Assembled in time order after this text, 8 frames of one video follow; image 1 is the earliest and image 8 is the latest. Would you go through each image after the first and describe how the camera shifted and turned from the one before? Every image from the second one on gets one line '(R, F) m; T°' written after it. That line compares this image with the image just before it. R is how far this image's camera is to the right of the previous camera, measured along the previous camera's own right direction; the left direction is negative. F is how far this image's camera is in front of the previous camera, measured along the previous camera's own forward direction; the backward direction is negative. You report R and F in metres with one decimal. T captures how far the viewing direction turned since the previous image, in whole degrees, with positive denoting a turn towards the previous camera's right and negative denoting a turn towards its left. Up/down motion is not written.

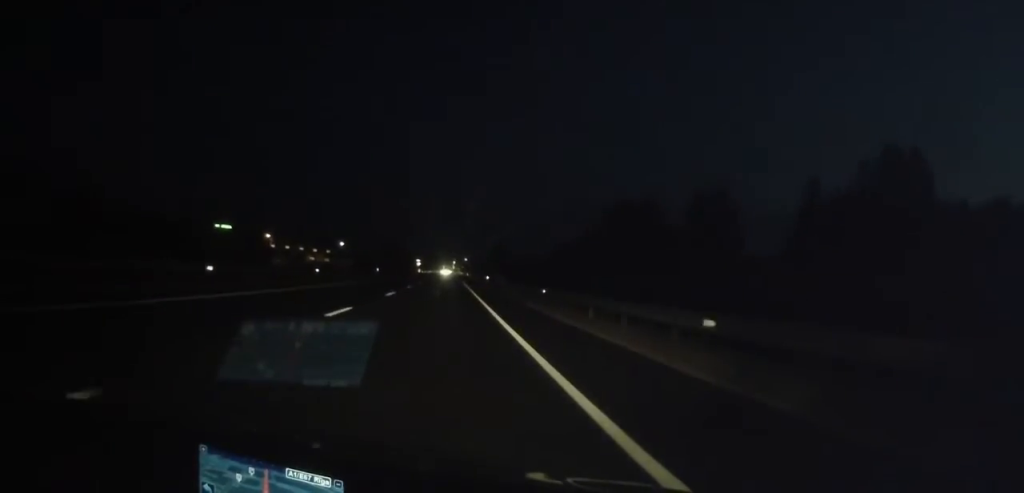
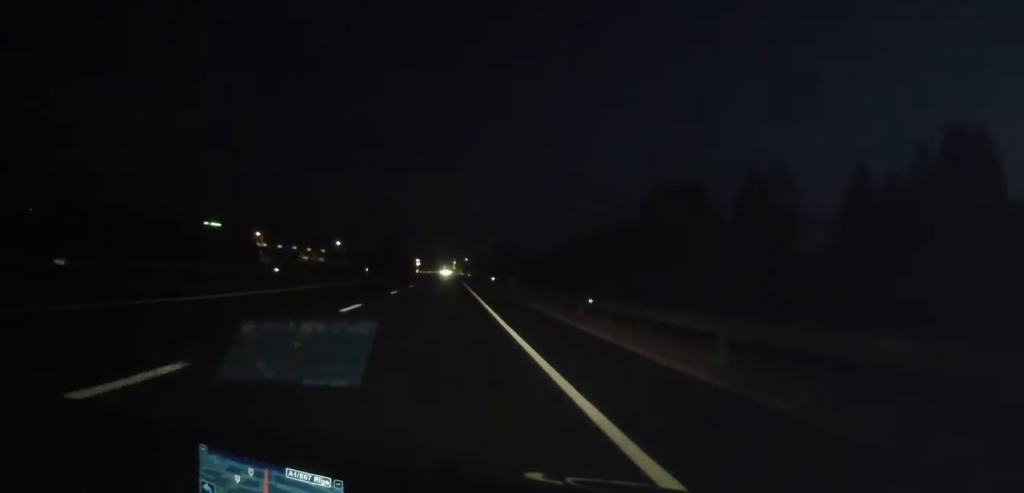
(-0.1, +10.3) m; 0°
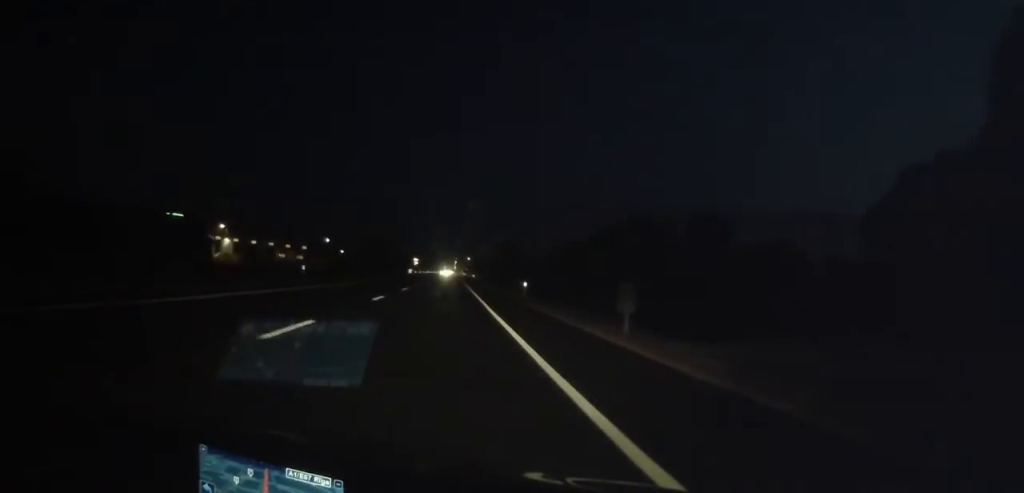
(+0.2, +30.2) m; 0°
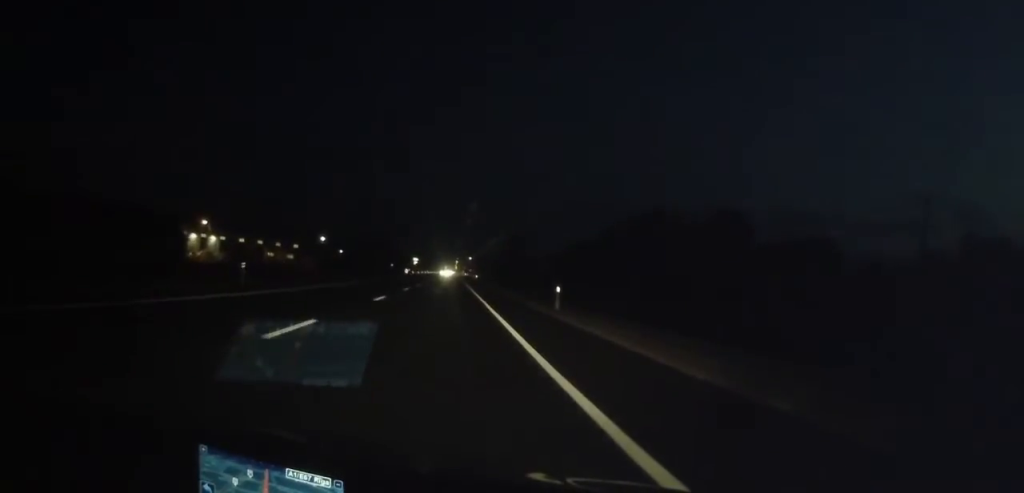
(-0.1, +12.0) m; 0°
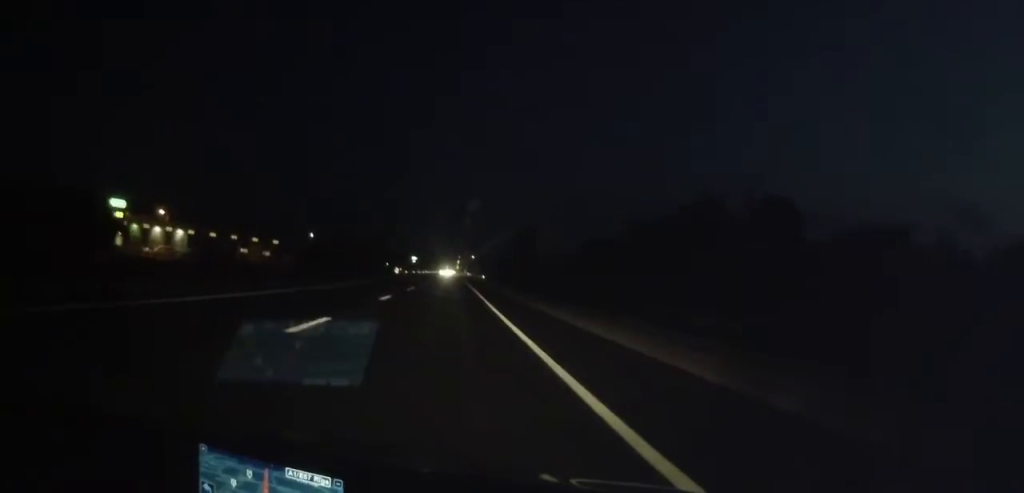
(0.0, +23.1) m; +1°
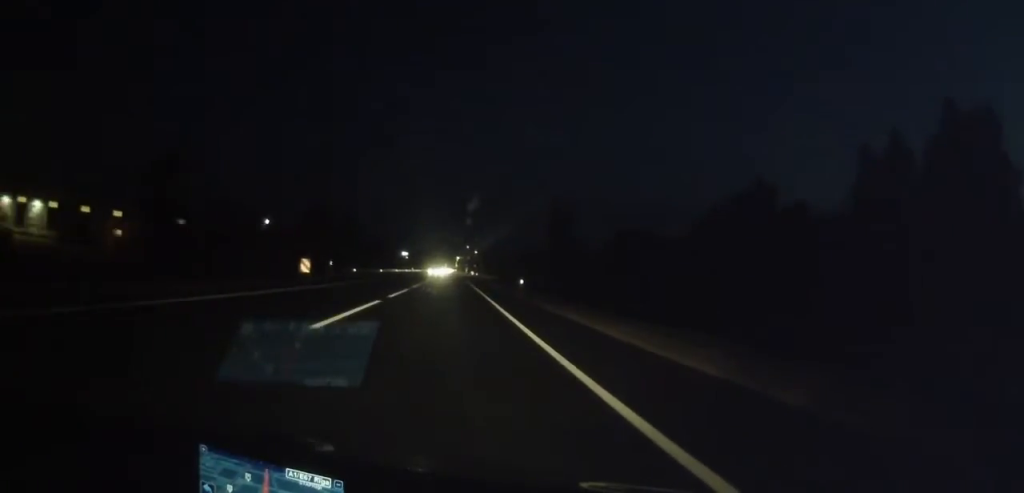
(0.0, +58.3) m; -1°
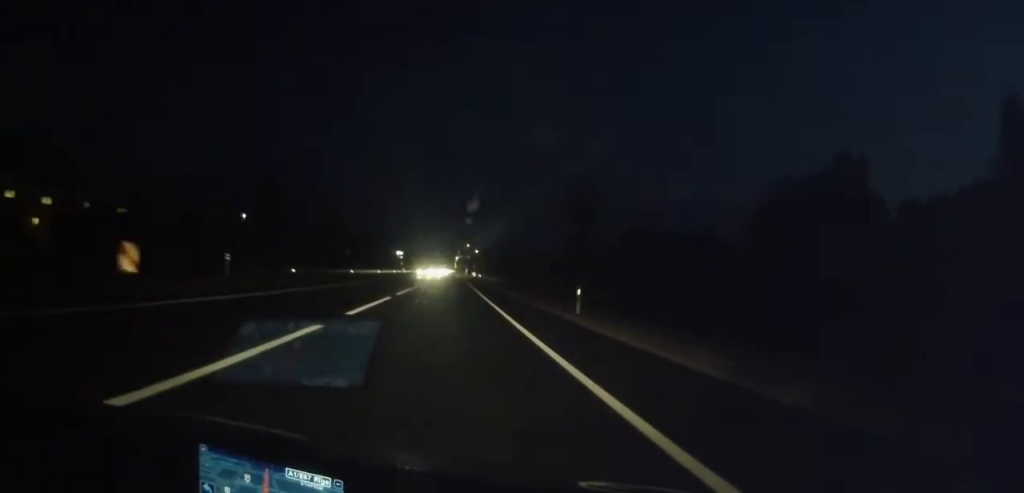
(0.0, +20.8) m; 0°
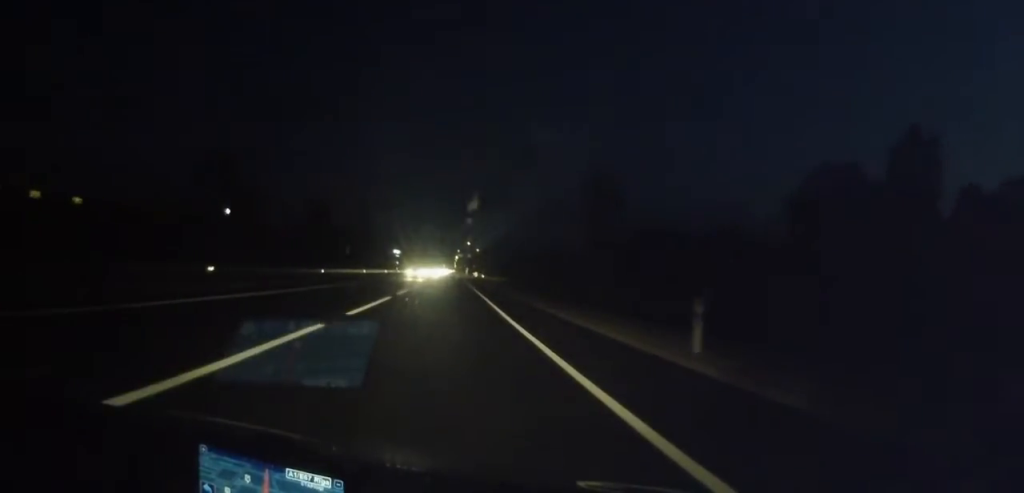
(0.0, +12.1) m; 0°
